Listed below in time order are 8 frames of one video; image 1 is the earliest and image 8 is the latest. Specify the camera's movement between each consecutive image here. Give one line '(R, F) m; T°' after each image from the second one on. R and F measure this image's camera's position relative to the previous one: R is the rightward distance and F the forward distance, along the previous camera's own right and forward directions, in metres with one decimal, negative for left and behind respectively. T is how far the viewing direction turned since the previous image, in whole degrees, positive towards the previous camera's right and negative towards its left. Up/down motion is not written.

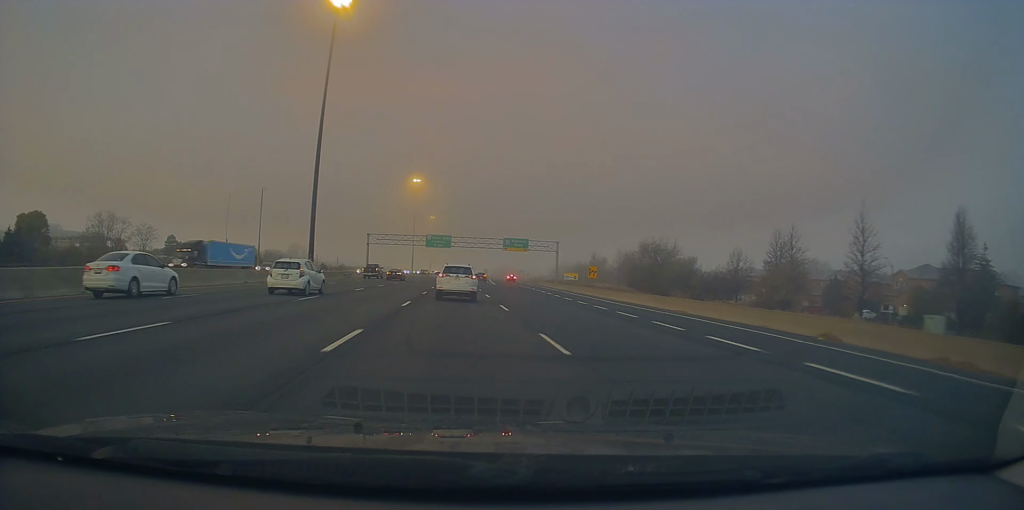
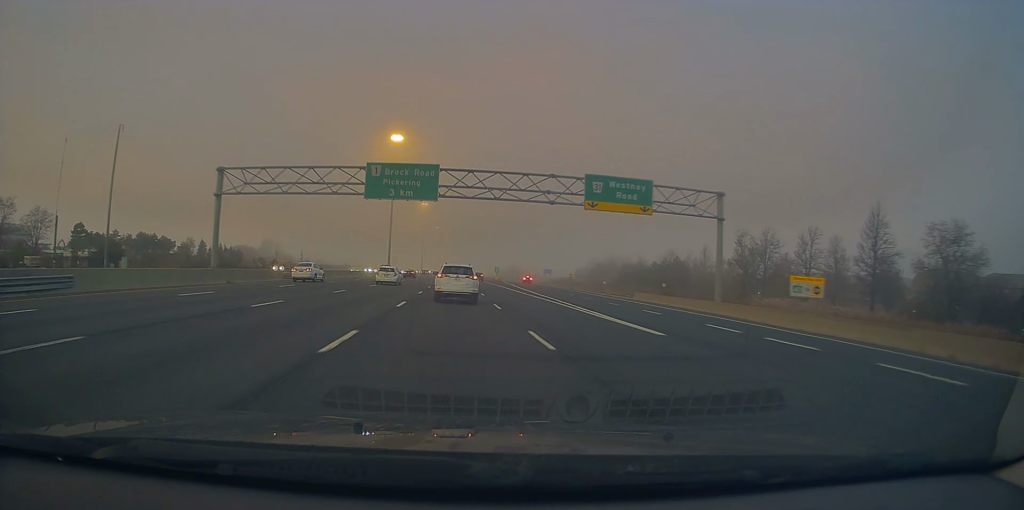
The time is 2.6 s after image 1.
(+0.9, +69.4) m; +1°
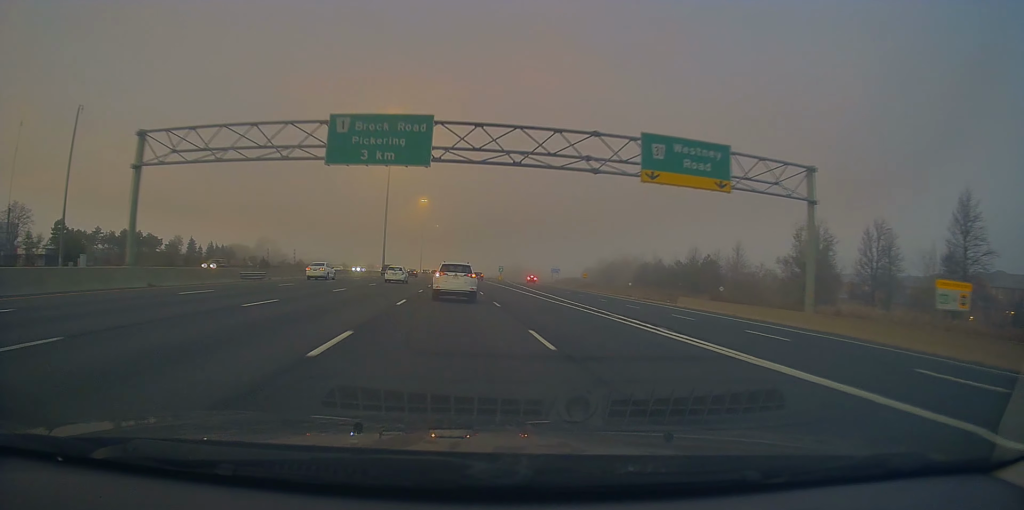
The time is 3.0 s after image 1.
(0.0, +11.4) m; 0°
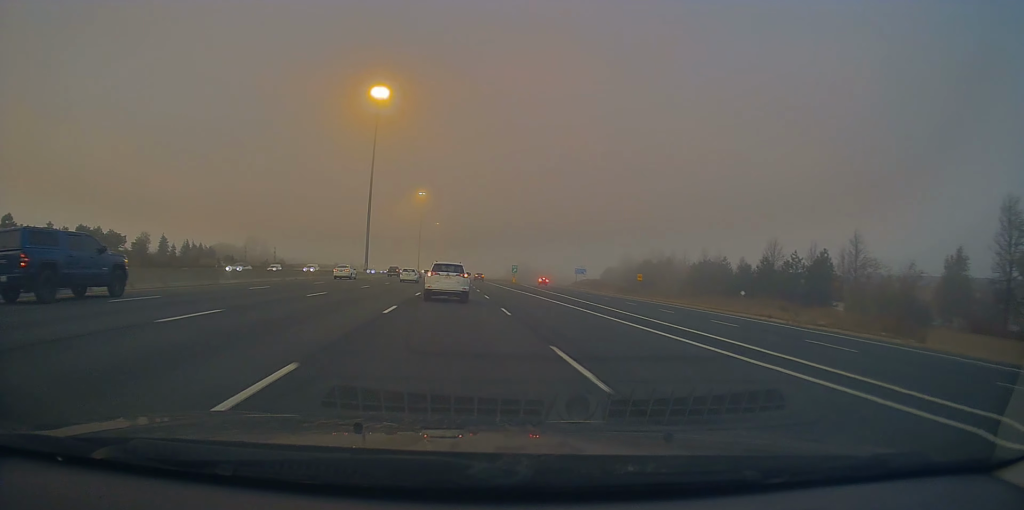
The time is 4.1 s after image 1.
(-0.1, +28.4) m; -1°
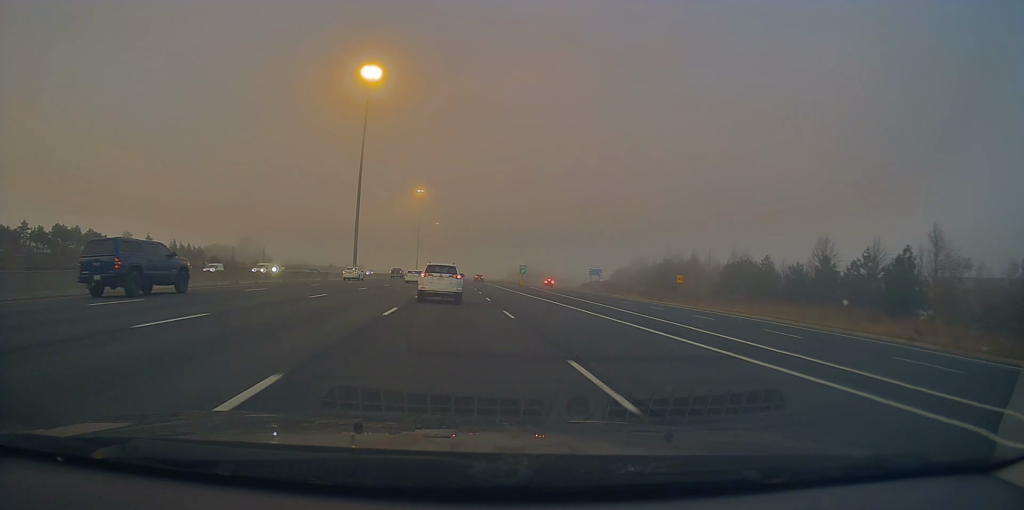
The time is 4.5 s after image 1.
(-0.4, +12.5) m; 0°
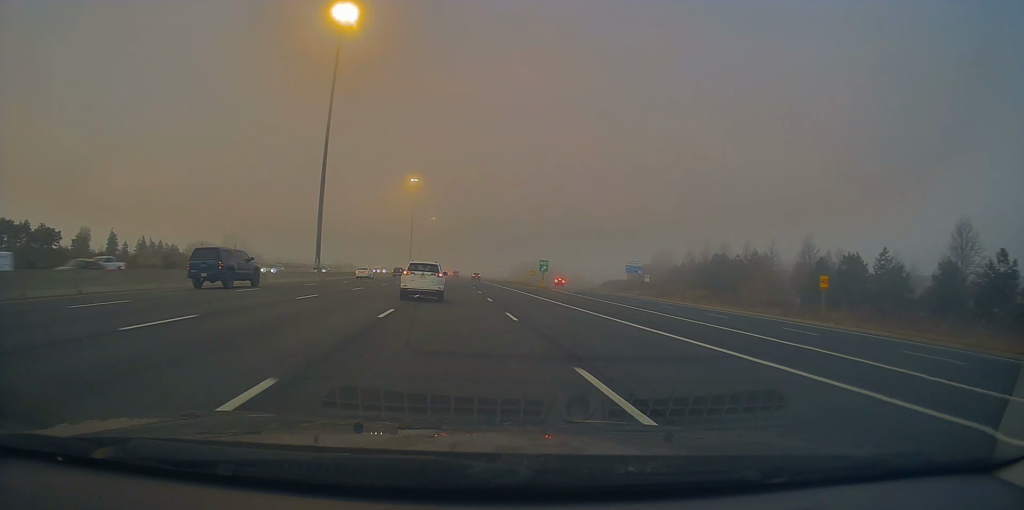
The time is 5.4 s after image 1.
(+0.5, +23.9) m; 0°
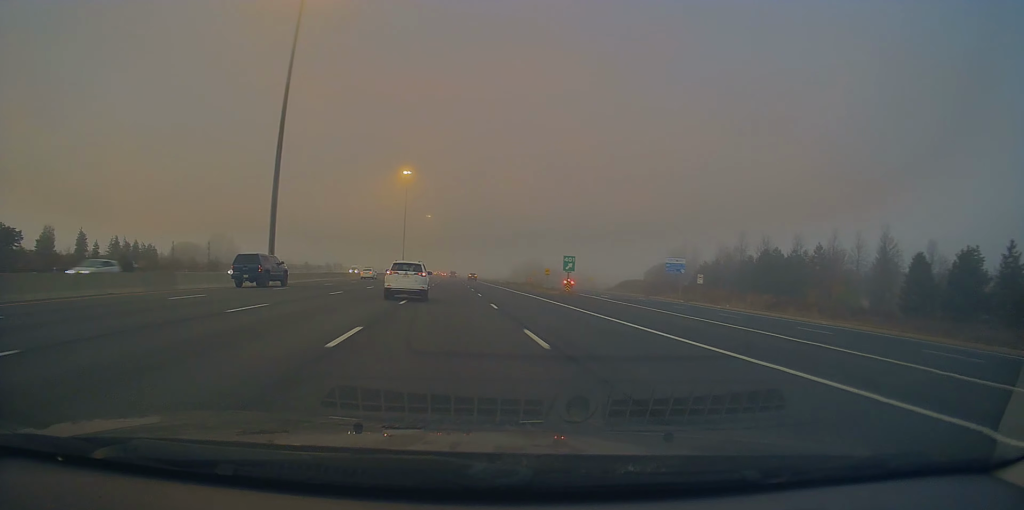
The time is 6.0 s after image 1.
(+0.2, +16.6) m; 0°
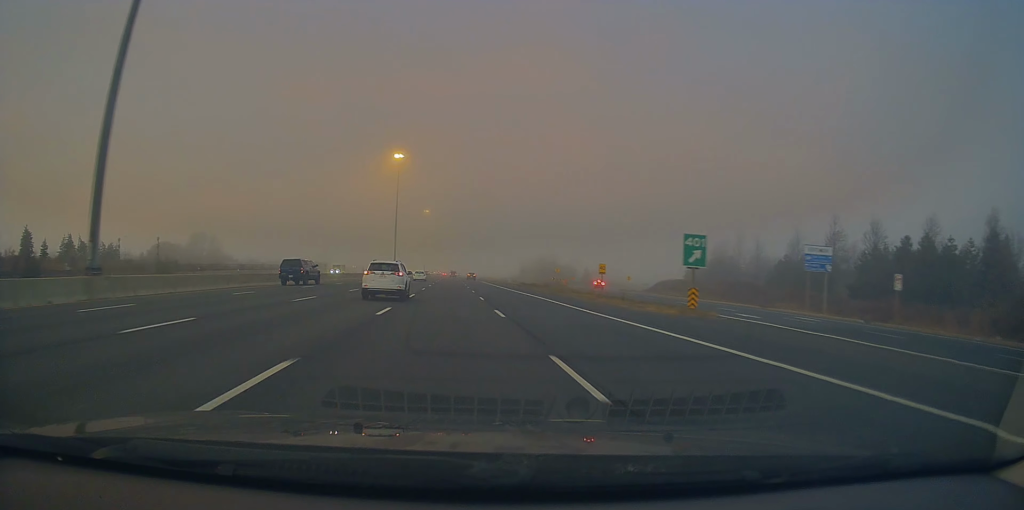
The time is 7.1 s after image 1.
(-0.6, +29.0) m; 0°
